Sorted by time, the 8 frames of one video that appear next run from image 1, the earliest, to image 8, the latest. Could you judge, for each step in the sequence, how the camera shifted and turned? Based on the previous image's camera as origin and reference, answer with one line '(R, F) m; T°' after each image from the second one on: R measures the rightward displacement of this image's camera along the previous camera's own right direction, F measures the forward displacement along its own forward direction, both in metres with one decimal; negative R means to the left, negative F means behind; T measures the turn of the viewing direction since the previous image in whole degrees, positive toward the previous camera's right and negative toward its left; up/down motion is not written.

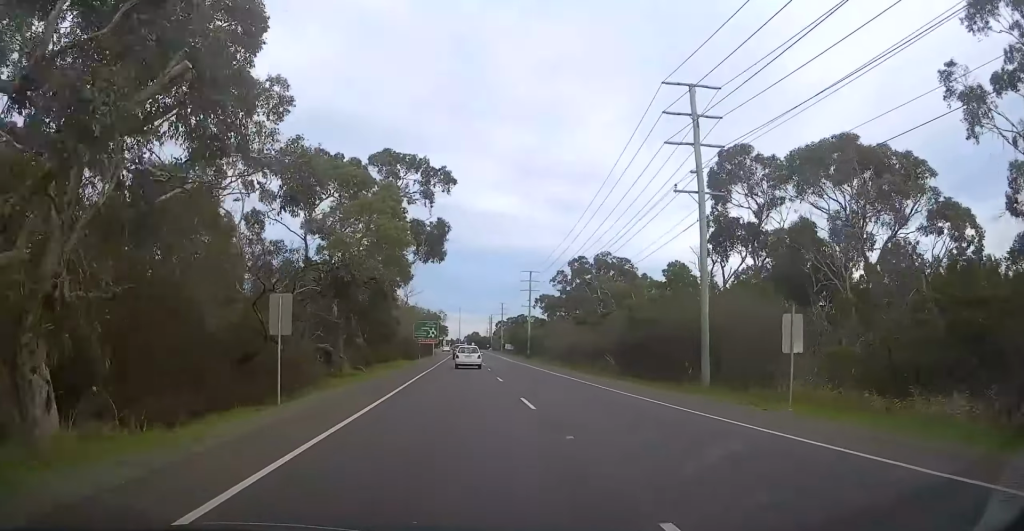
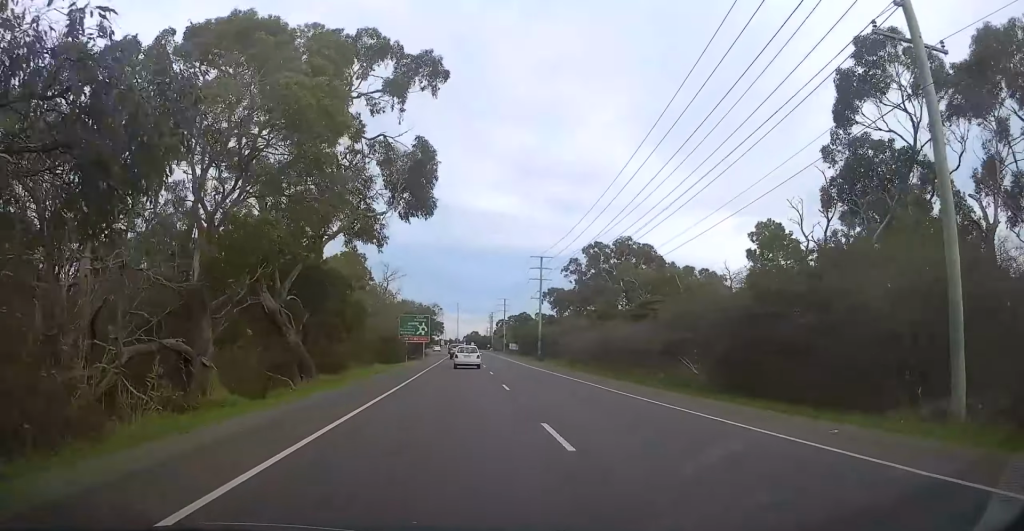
(0.0, +16.9) m; 0°
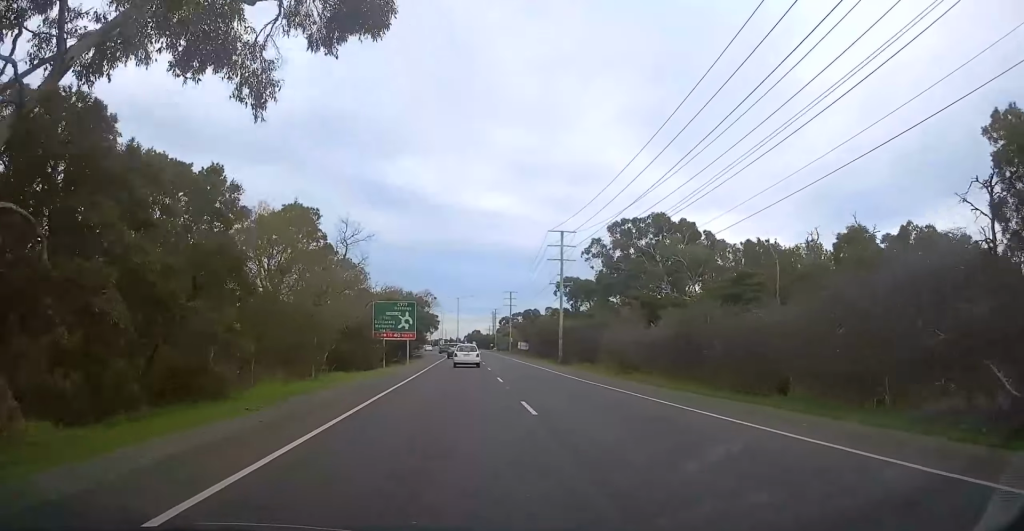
(0.0, +19.8) m; 0°
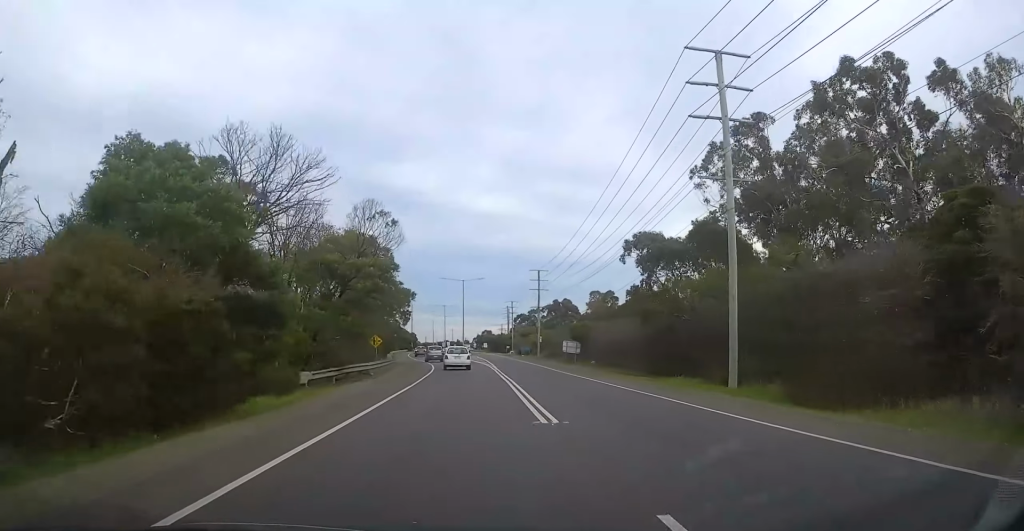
(0.0, +46.1) m; -1°
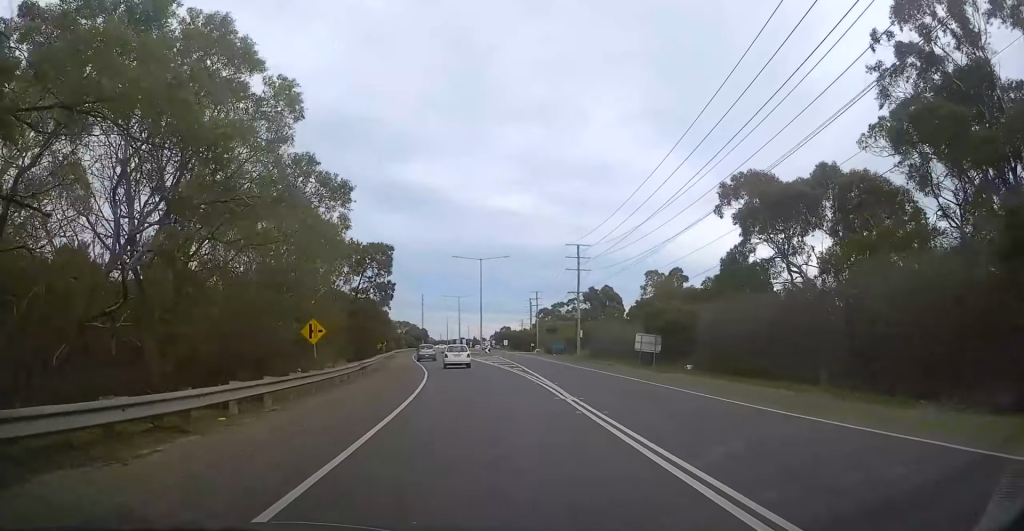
(-0.4, +23.9) m; -2°
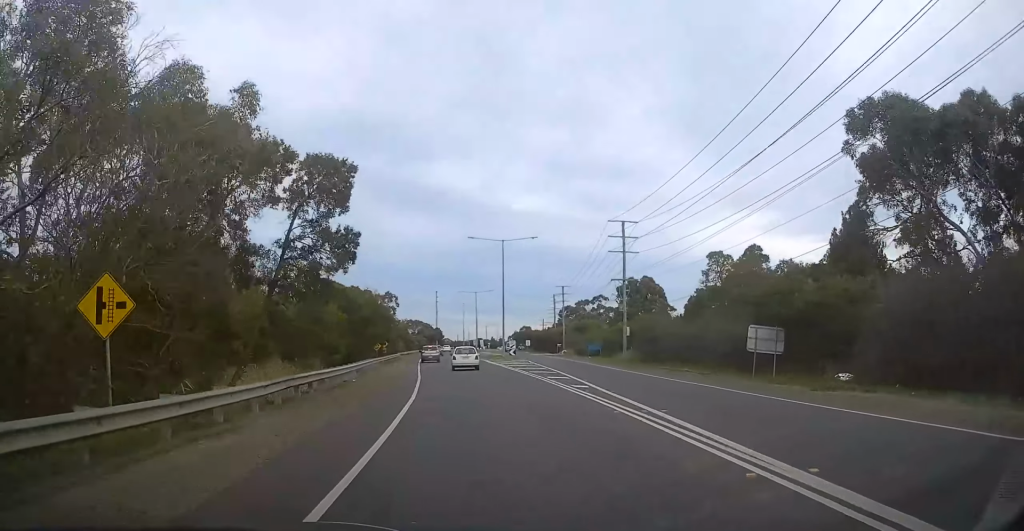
(-0.2, +15.5) m; -1°
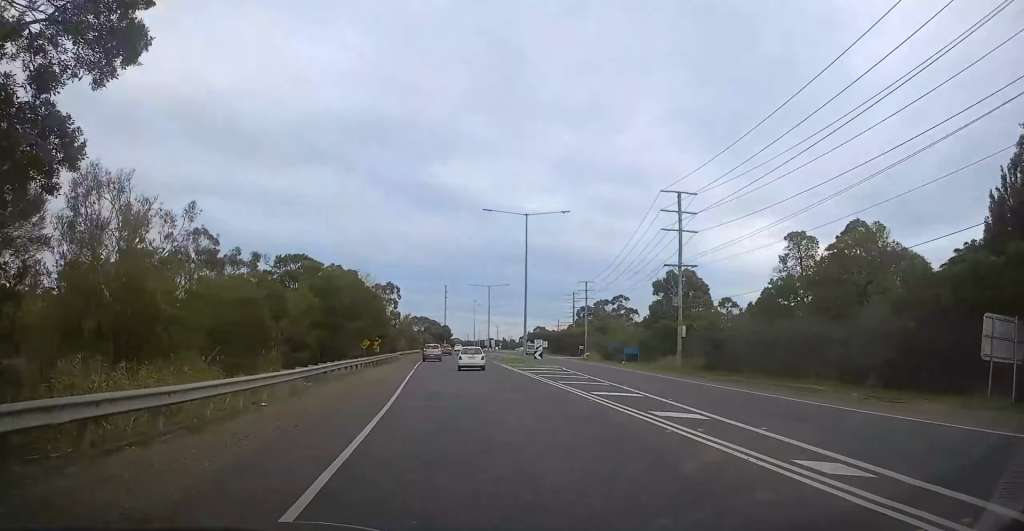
(0.0, +14.2) m; 0°
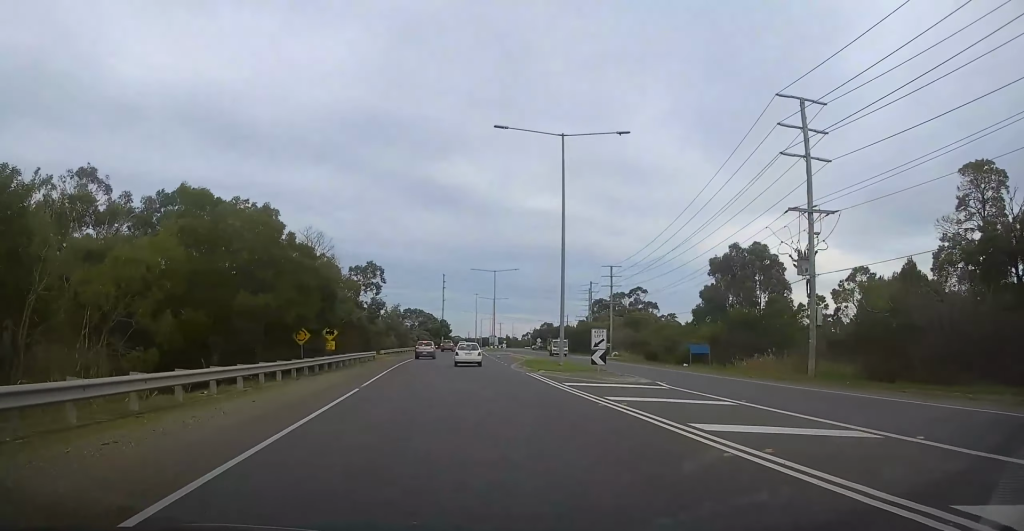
(0.0, +20.9) m; -1°
